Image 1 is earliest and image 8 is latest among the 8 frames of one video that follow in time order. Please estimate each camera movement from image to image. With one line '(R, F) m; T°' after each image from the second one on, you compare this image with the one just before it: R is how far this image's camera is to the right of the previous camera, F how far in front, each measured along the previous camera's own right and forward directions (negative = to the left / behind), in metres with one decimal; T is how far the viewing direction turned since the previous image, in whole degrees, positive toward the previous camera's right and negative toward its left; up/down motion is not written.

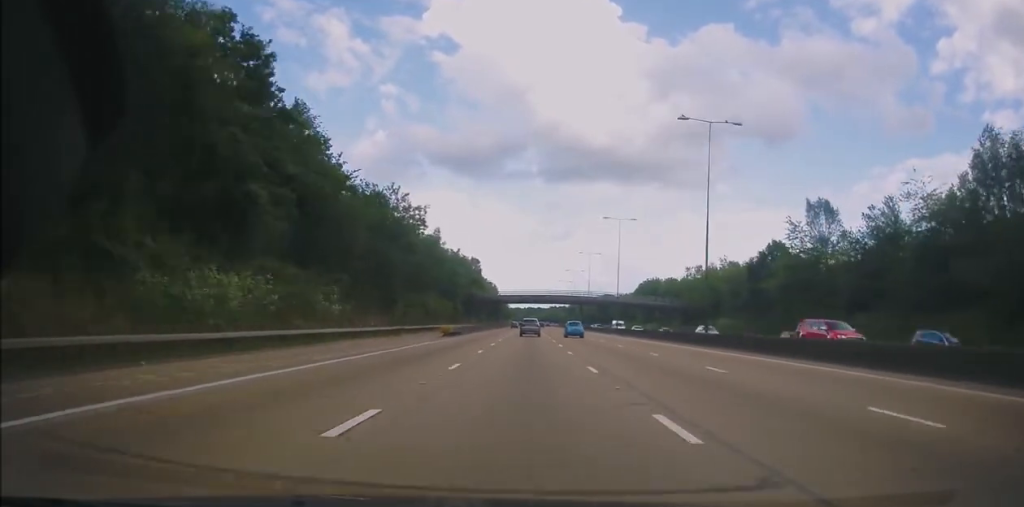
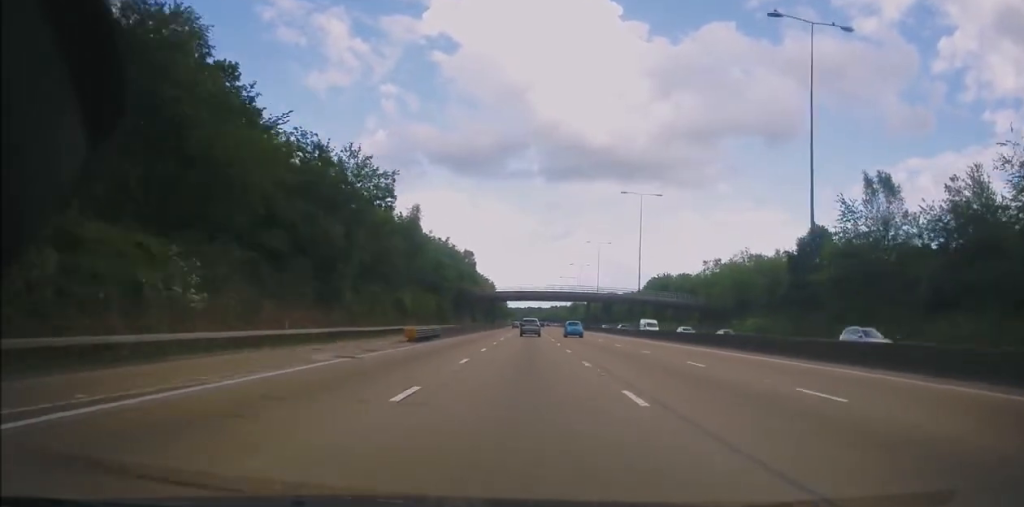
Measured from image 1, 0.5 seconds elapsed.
(+0.1, +15.5) m; 0°
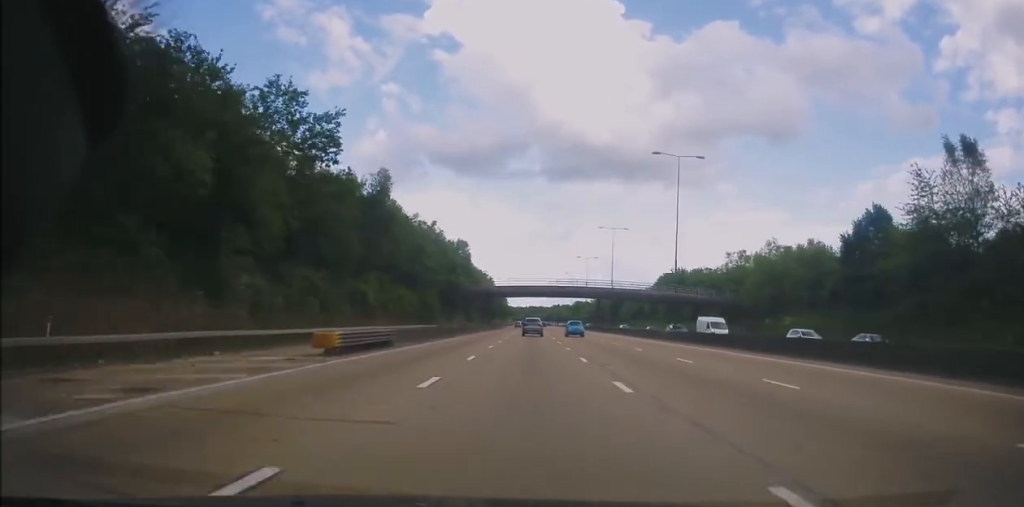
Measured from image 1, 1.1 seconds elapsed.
(-0.1, +15.5) m; 0°
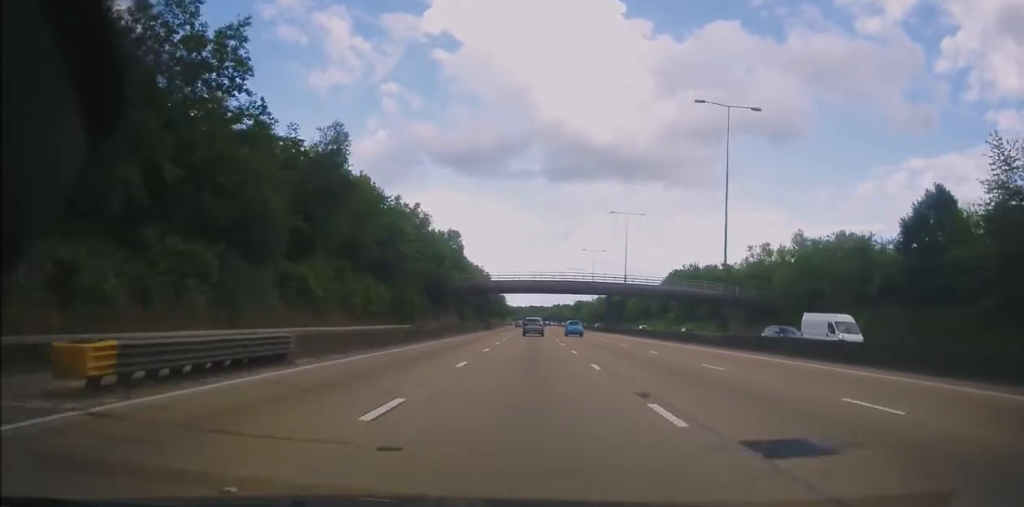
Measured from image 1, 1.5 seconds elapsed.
(0.0, +12.6) m; 0°
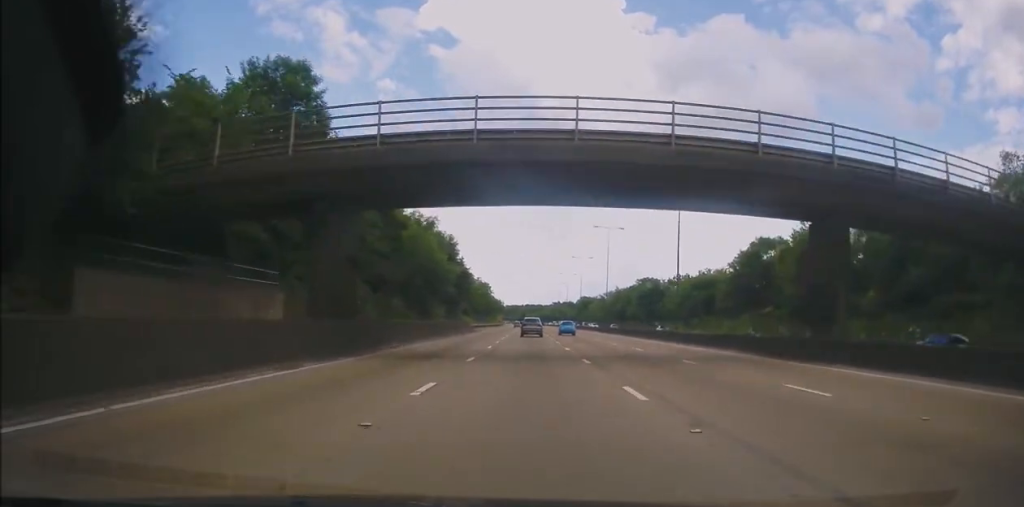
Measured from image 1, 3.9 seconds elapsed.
(-0.3, +68.3) m; 0°
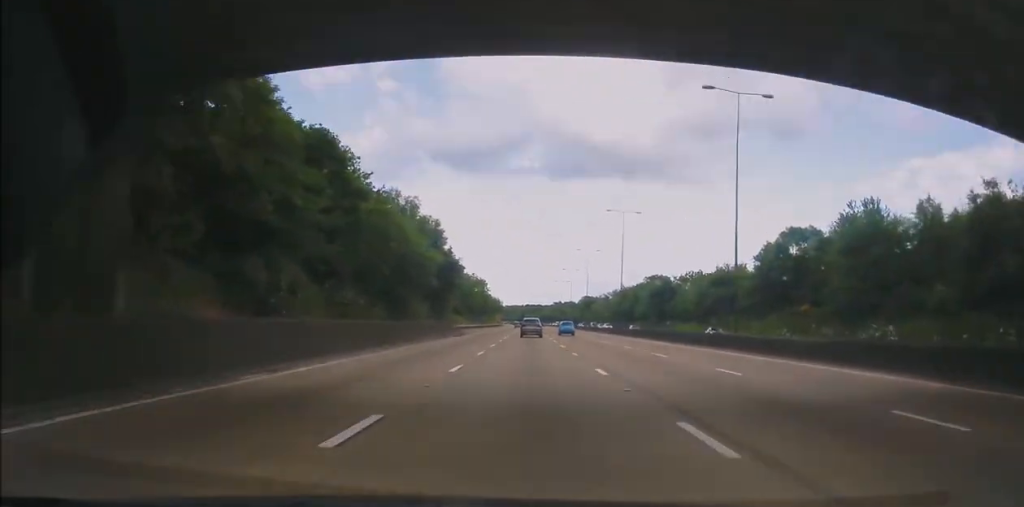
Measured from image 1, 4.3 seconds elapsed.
(+0.1, +13.4) m; 0°
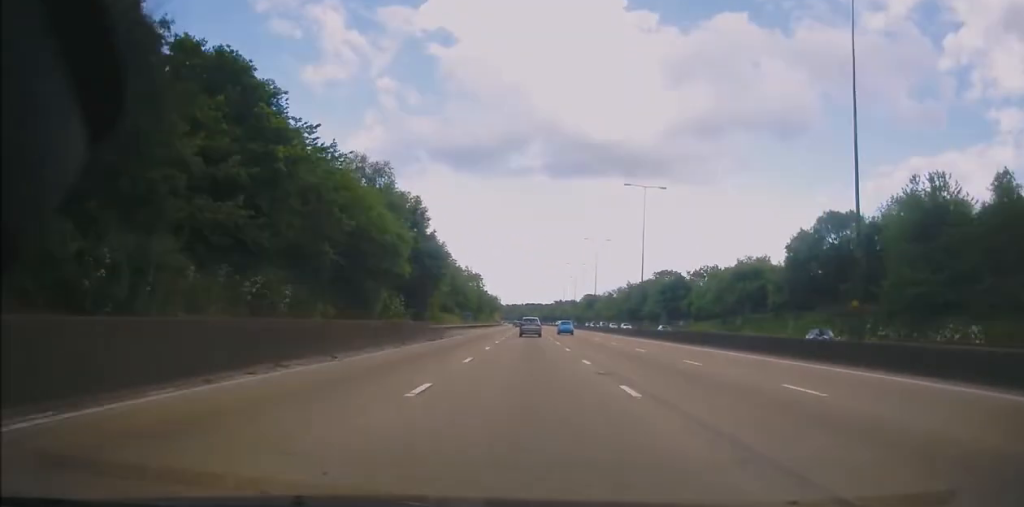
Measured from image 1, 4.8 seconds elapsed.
(0.0, +13.4) m; 0°
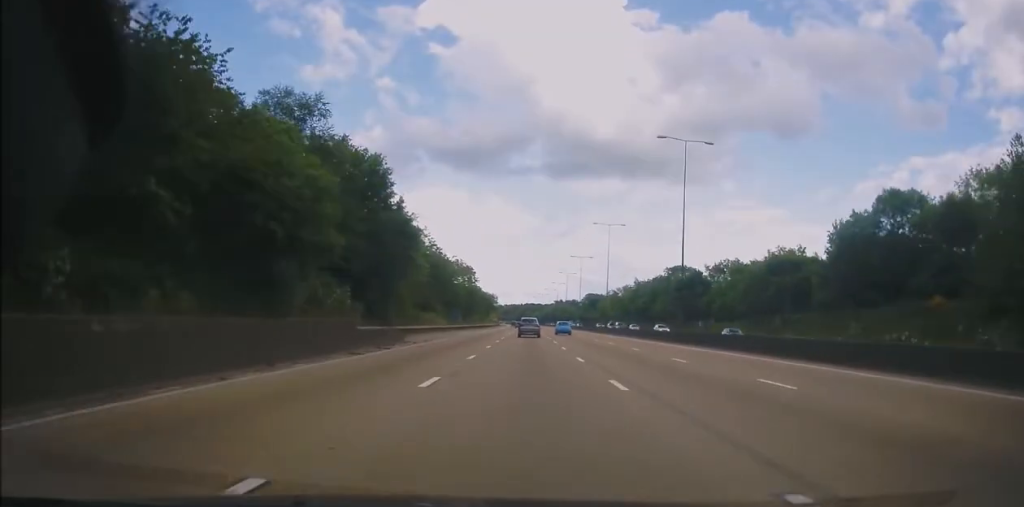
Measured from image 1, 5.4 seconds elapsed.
(+0.1, +16.3) m; 0°
